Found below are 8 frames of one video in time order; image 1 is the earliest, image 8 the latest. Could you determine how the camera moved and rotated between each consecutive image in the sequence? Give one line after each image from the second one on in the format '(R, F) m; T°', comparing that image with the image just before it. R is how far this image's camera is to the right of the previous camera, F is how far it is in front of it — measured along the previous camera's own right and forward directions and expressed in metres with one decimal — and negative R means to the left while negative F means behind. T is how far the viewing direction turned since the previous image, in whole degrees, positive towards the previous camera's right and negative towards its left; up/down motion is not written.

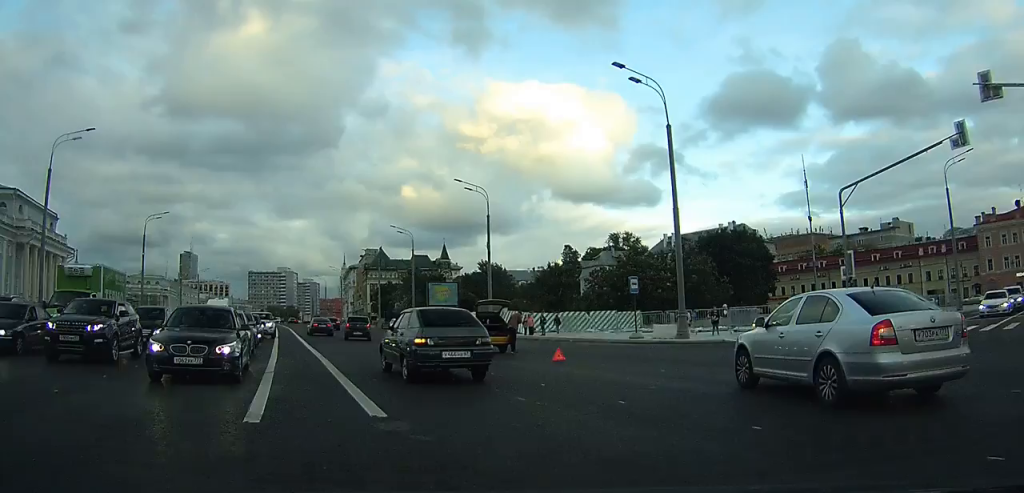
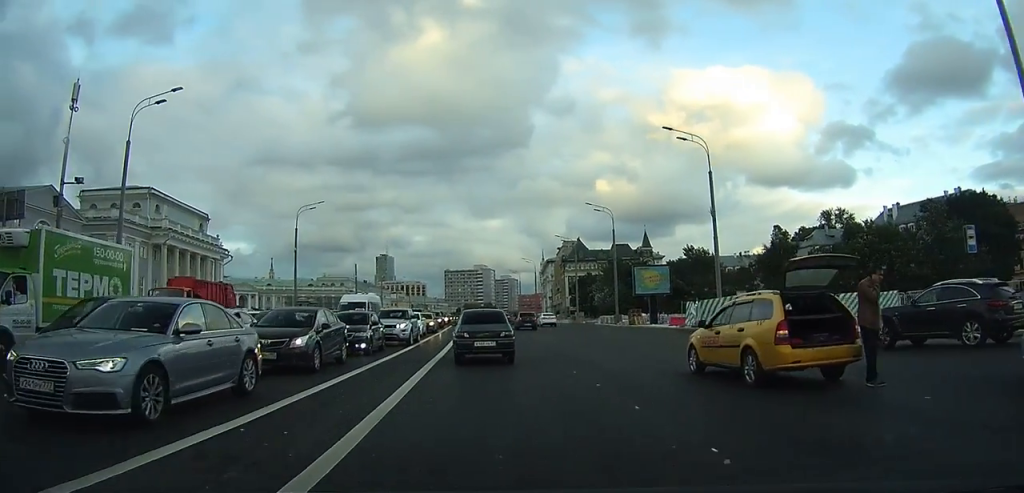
(-2.7, +13.2) m; -20°
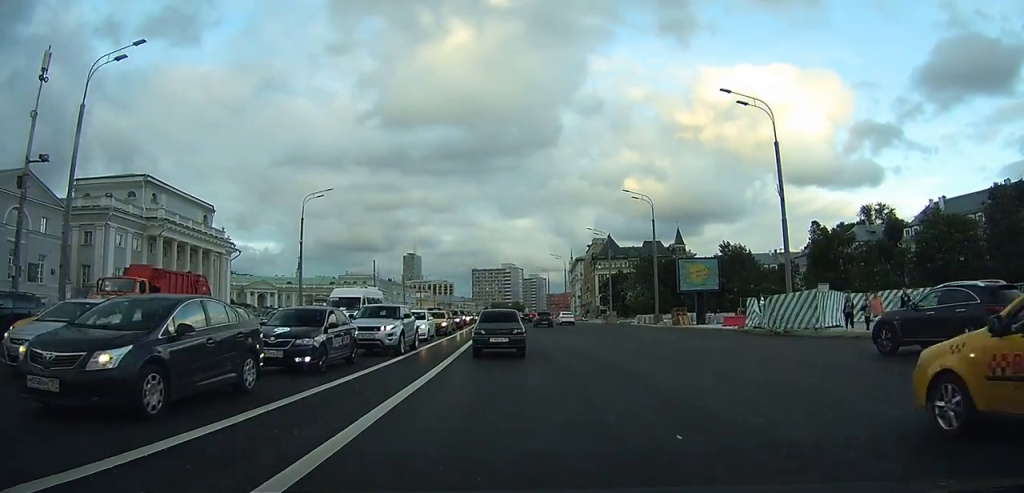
(-0.4, +7.1) m; -4°
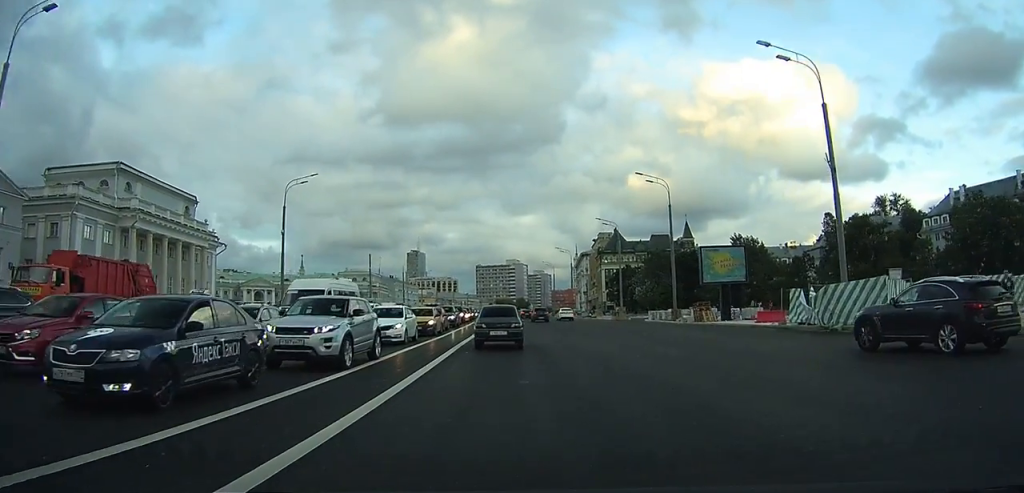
(-0.1, +5.9) m; 0°
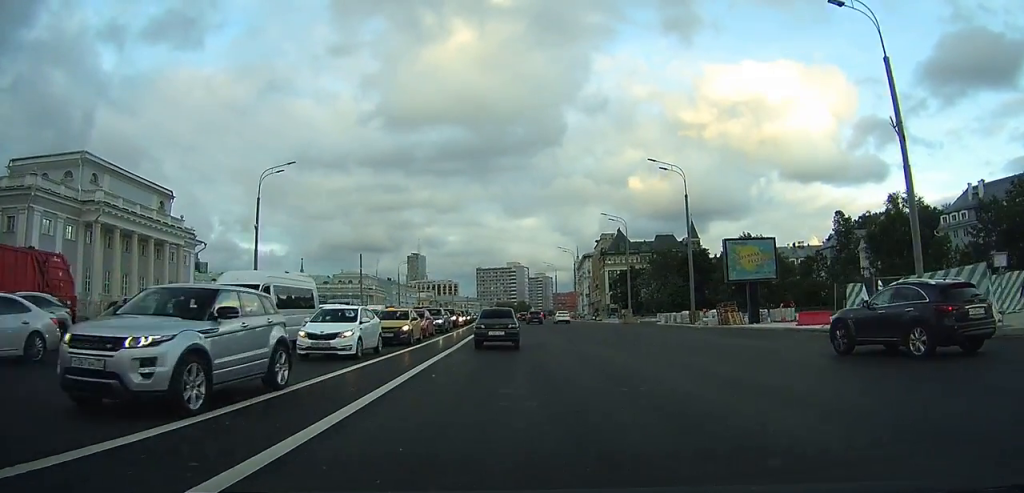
(0.0, +6.2) m; 0°
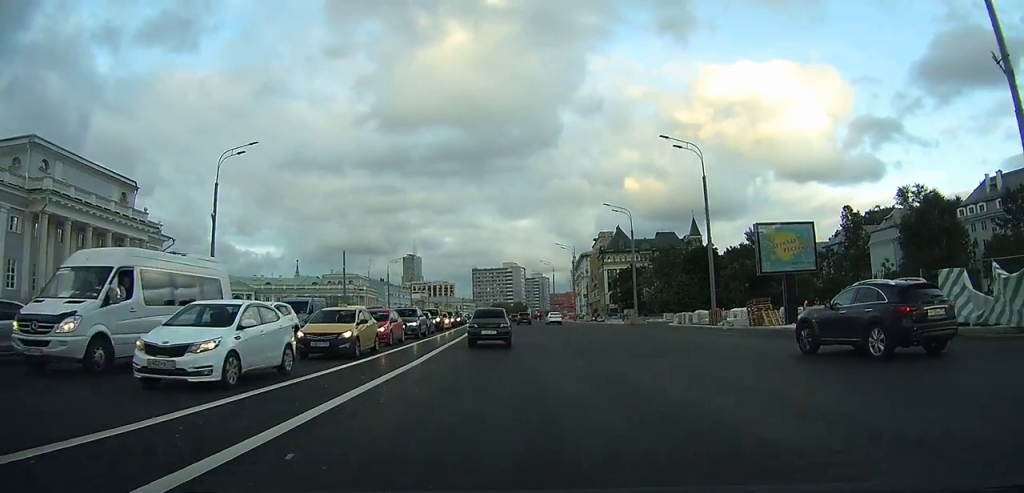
(0.0, +6.8) m; 0°
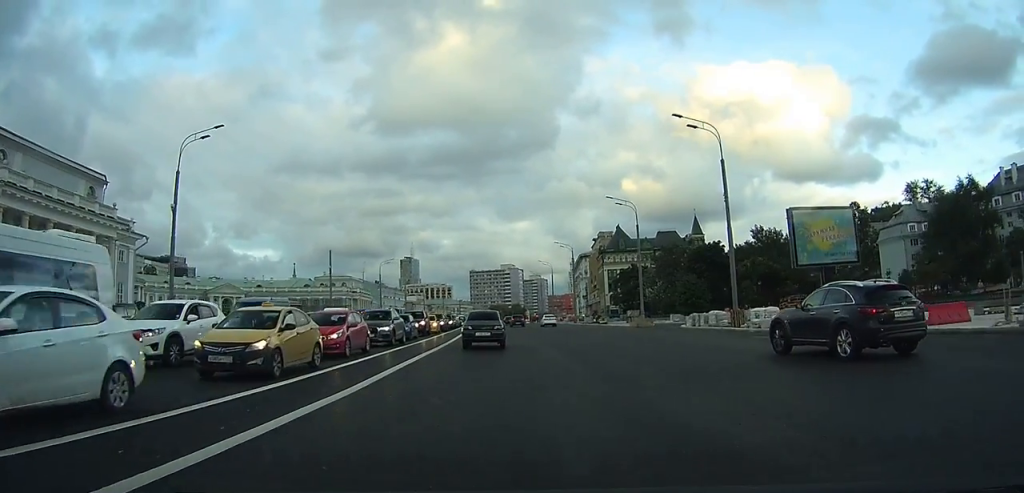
(0.0, +5.5) m; 0°
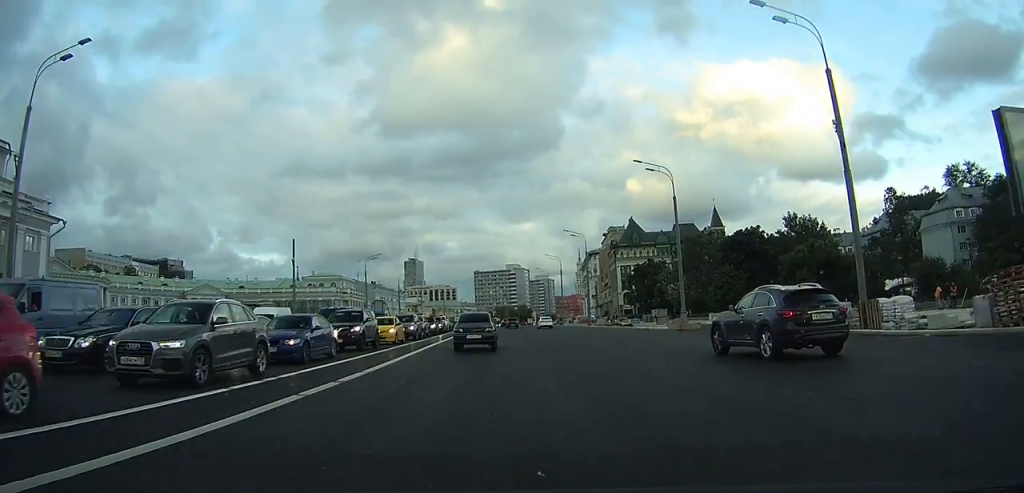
(-0.1, +15.4) m; -1°
